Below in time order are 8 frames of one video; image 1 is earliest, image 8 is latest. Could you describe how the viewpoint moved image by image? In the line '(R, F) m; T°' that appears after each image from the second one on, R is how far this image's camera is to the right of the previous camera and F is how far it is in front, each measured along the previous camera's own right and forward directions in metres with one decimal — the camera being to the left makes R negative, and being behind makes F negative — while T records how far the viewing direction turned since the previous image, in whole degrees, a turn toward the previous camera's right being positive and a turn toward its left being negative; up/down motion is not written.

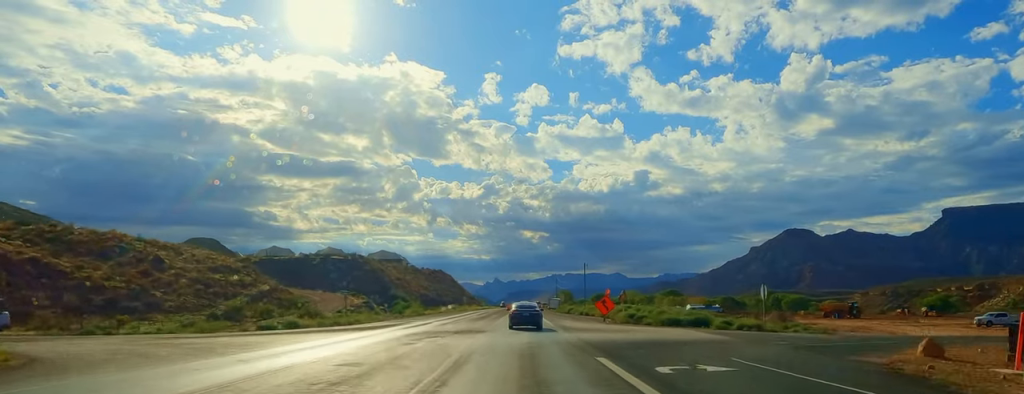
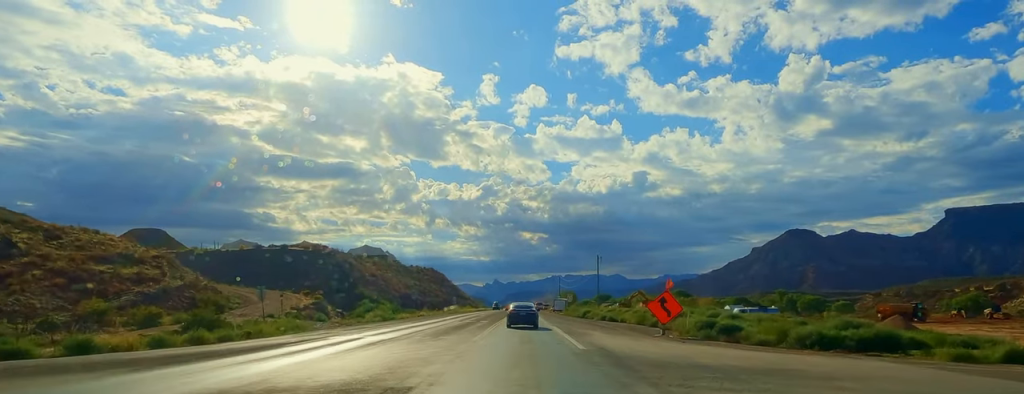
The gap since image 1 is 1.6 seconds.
(+0.6, +25.0) m; 0°
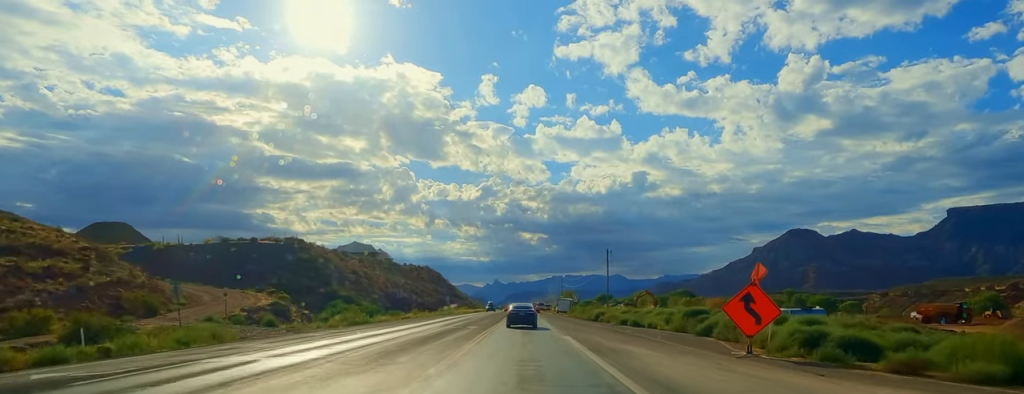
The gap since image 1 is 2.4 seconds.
(+0.5, +13.0) m; 0°
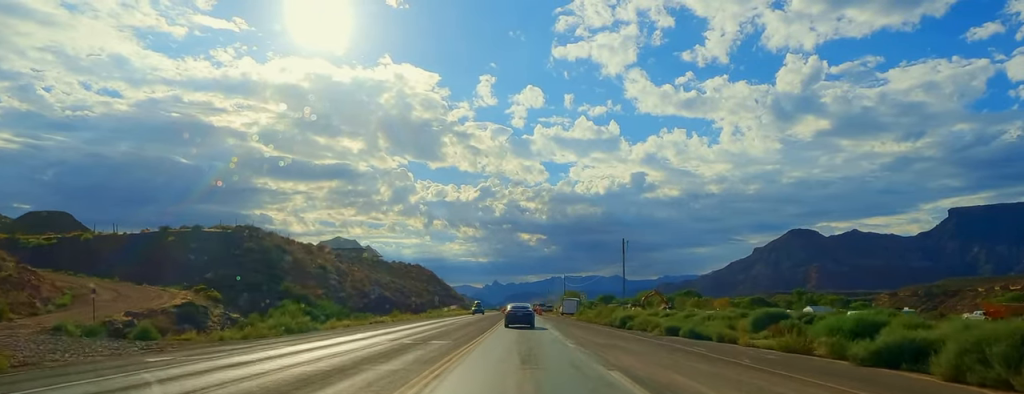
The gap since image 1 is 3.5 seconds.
(-0.7, +17.2) m; -1°
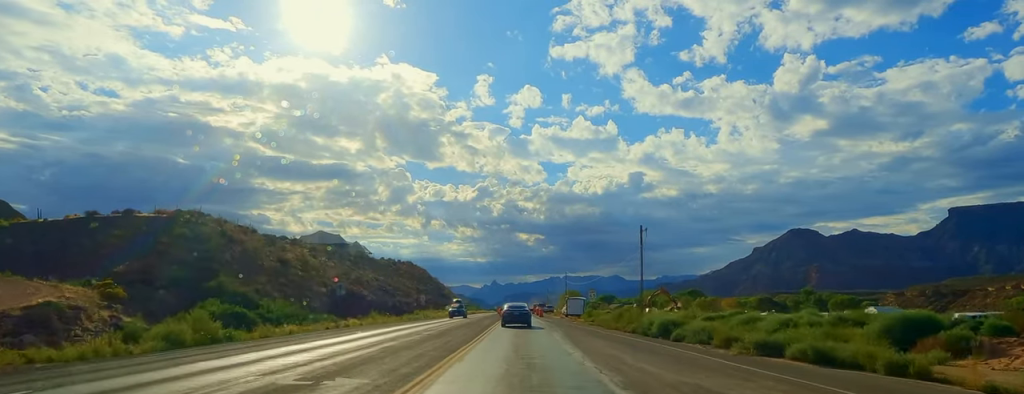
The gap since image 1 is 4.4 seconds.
(-0.4, +14.0) m; 0°
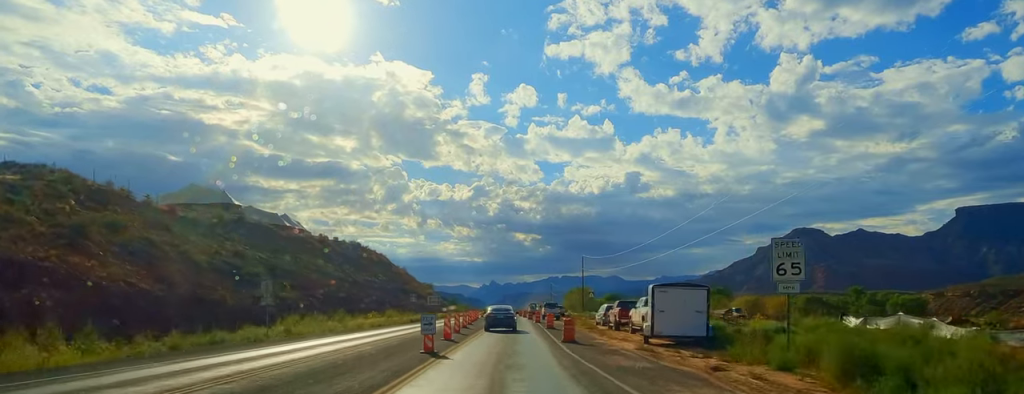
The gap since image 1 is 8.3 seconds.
(+2.3, +60.4) m; +1°
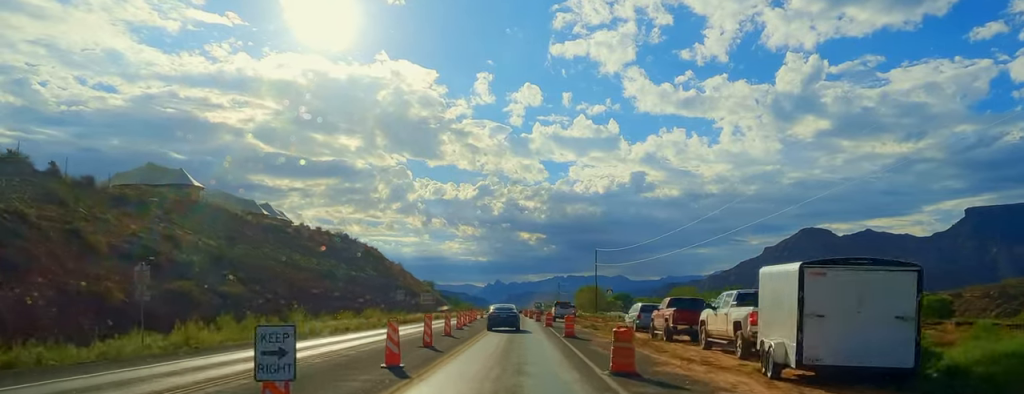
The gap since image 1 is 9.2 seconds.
(-0.4, +14.2) m; -1°
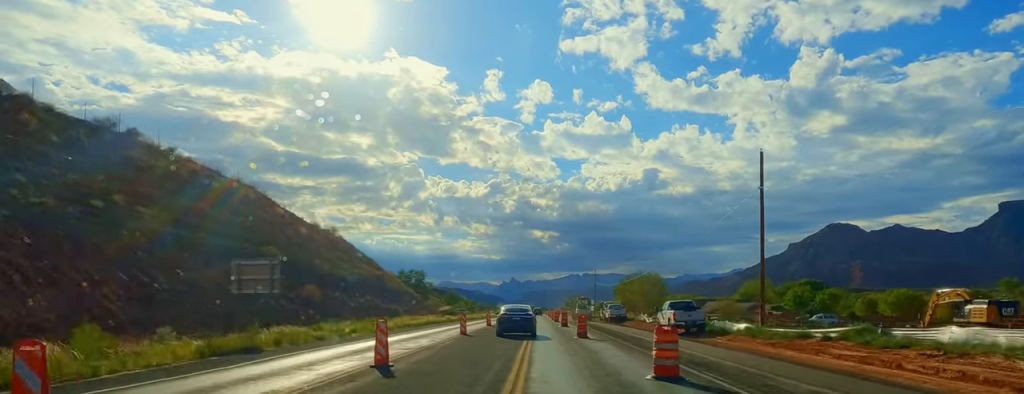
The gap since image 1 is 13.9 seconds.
(-1.8, +73.8) m; 0°
